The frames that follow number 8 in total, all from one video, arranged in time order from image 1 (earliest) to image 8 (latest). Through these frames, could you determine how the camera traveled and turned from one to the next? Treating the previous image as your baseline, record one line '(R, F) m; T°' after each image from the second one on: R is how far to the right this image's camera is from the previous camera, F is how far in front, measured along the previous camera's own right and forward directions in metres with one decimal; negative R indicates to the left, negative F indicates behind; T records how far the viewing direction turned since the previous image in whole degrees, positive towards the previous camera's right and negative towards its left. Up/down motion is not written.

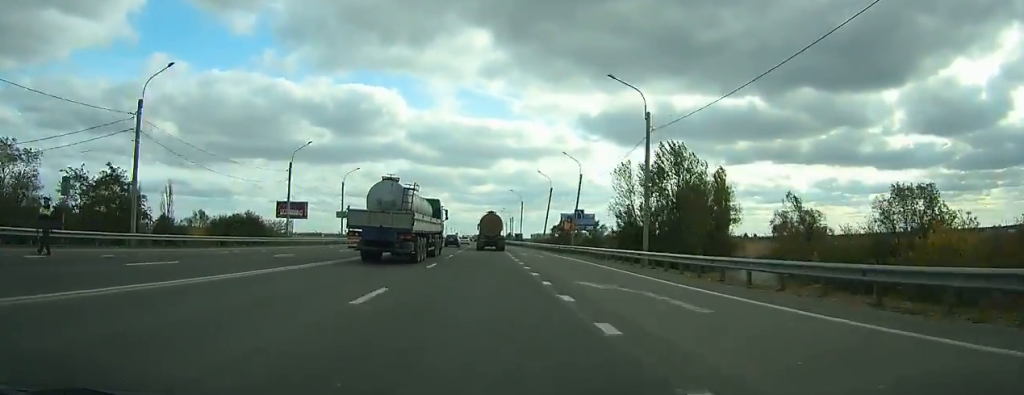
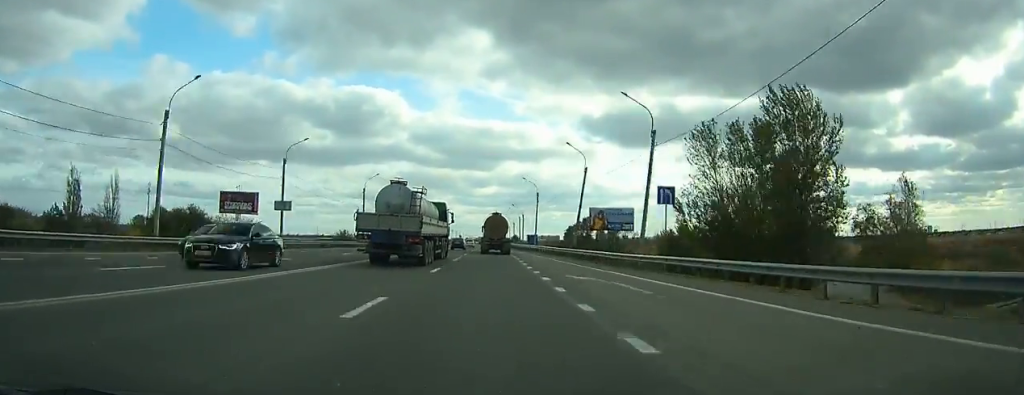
(0.0, +25.4) m; 0°
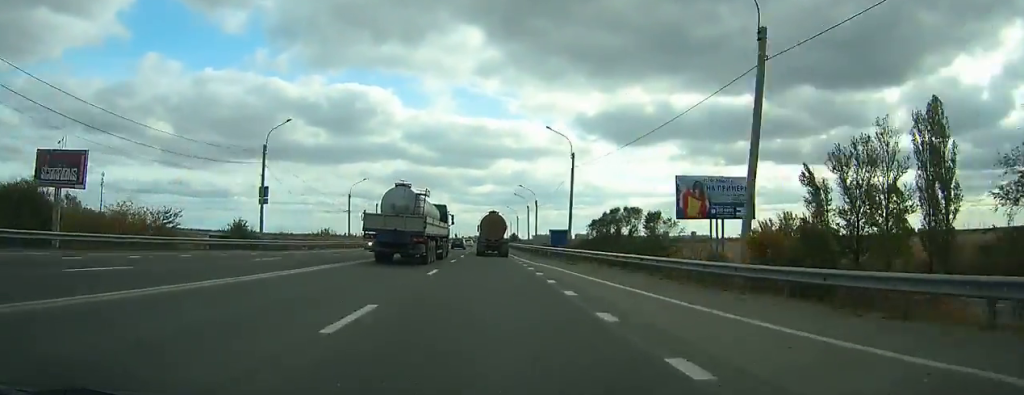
(-0.2, +37.0) m; 0°
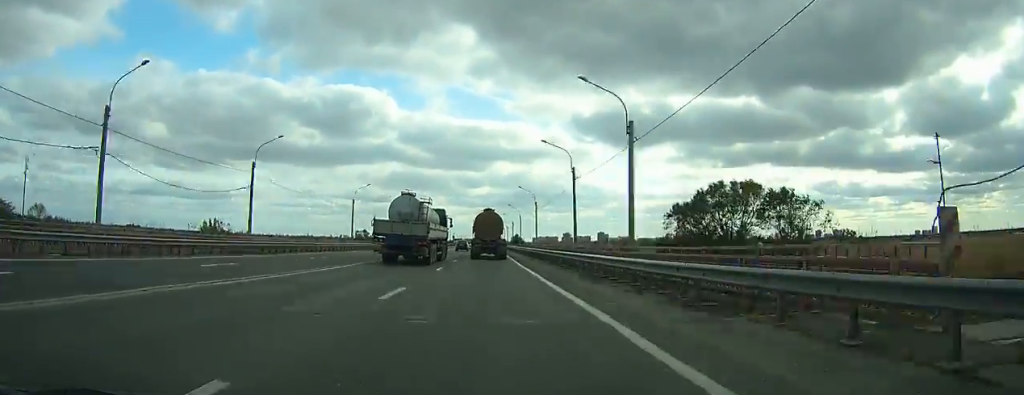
(0.0, +50.3) m; 0°
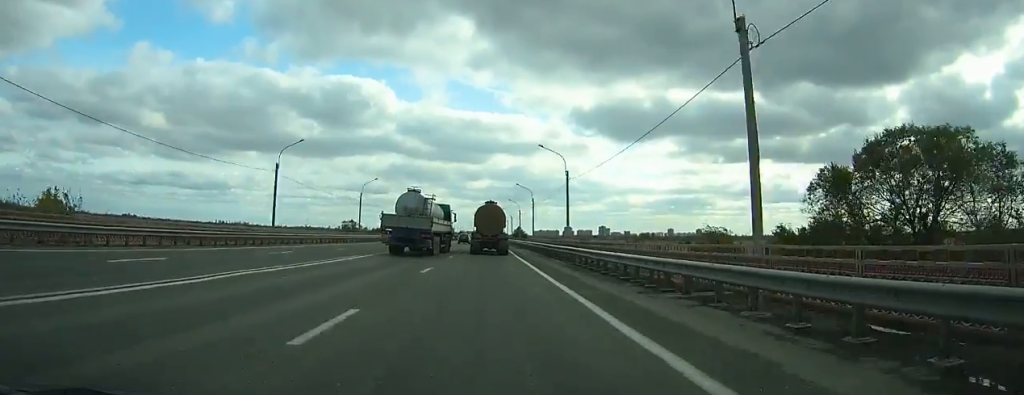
(+0.1, +30.6) m; 0°
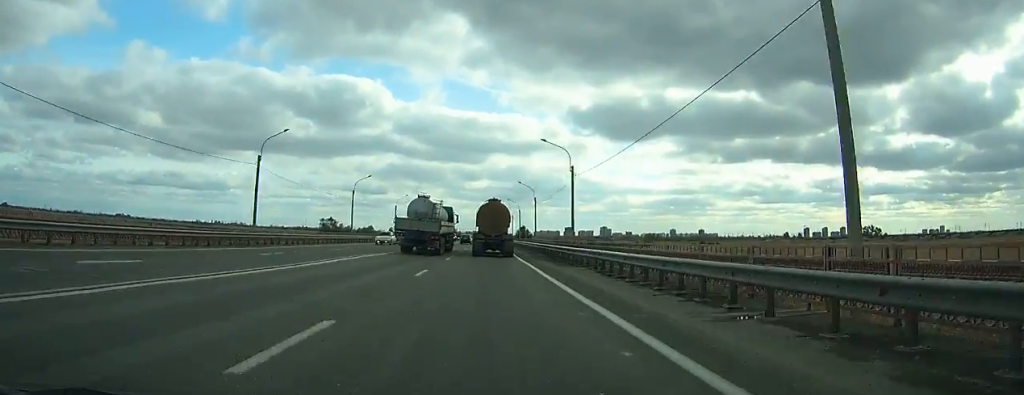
(-0.1, +38.0) m; 0°
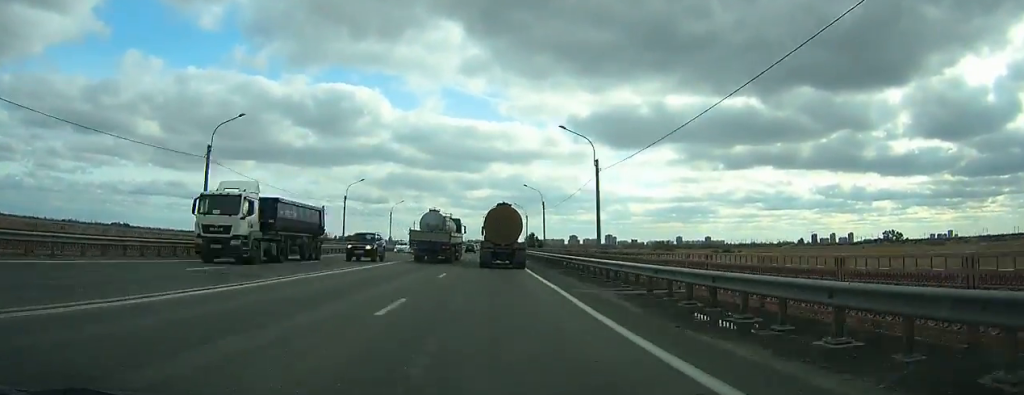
(-0.1, +43.6) m; 0°
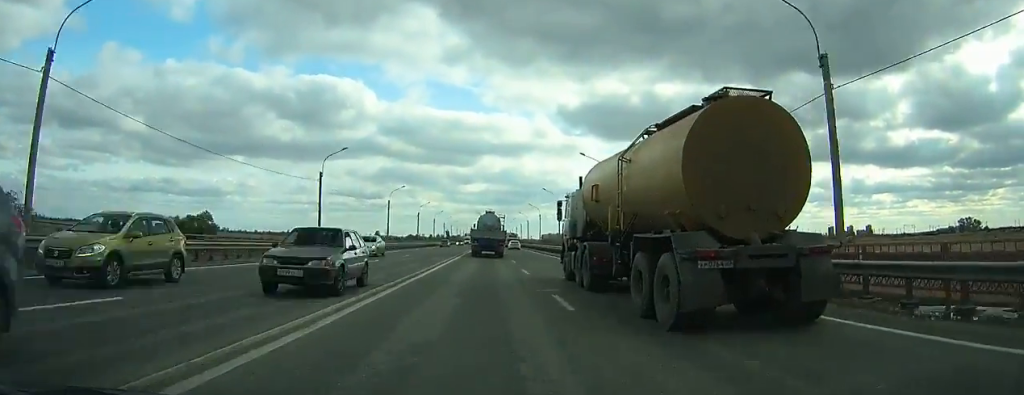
(-2.6, +153.6) m; -1°
